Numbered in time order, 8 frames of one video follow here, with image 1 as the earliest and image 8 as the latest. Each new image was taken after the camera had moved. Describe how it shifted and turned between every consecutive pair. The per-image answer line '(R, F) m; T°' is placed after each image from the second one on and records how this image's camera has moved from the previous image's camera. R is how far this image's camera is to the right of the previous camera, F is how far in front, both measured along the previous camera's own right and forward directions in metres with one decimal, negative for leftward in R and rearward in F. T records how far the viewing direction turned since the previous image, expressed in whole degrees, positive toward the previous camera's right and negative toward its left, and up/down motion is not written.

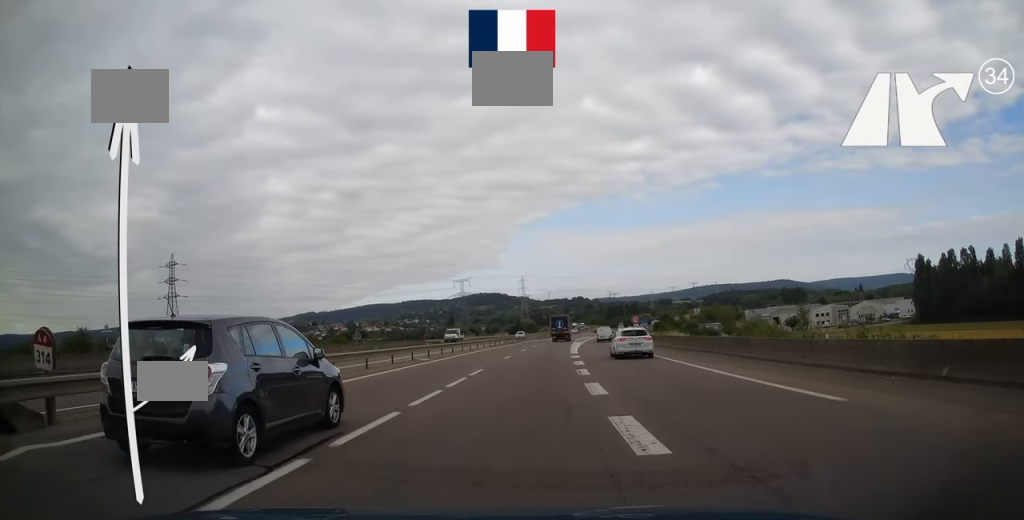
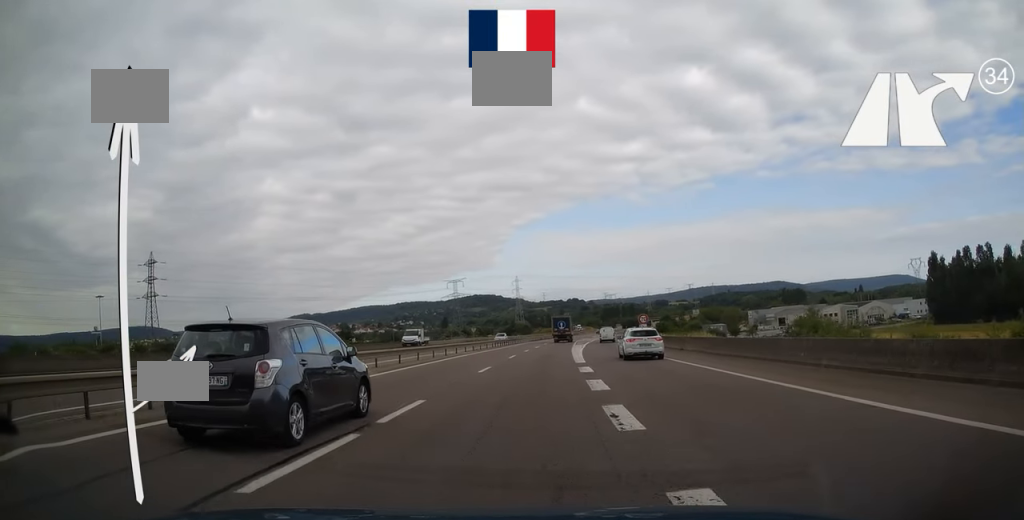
(0.0, +10.8) m; +1°
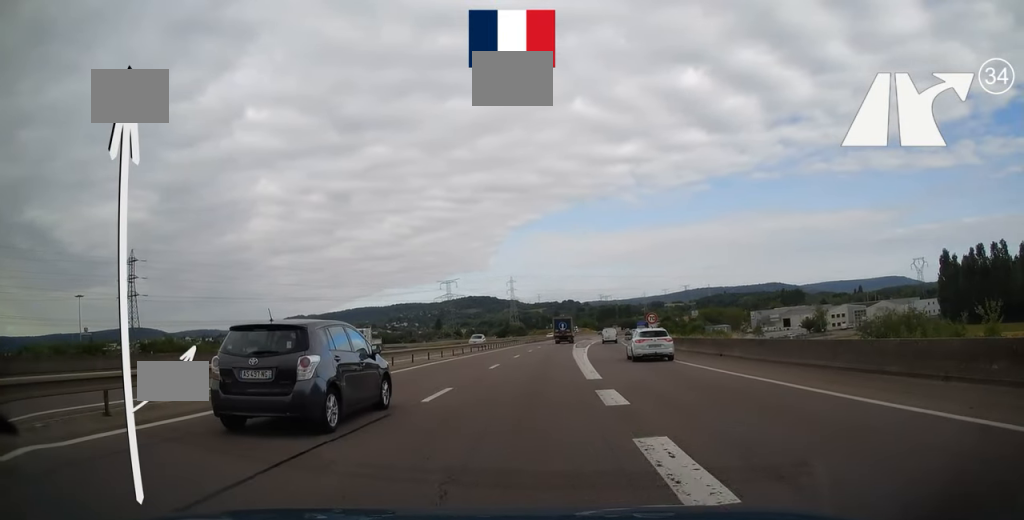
(-0.1, +9.3) m; 0°
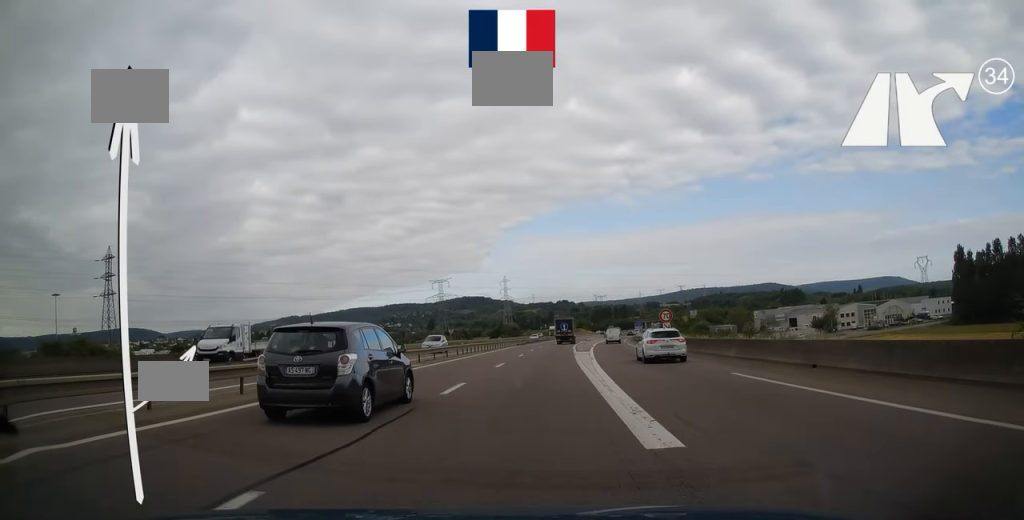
(+0.2, +10.6) m; 0°
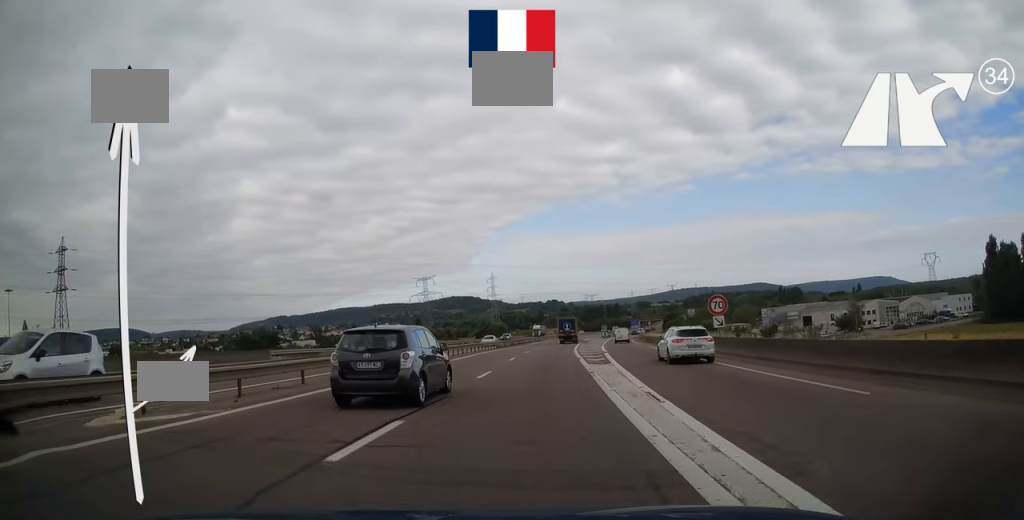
(+0.2, +20.1) m; +1°
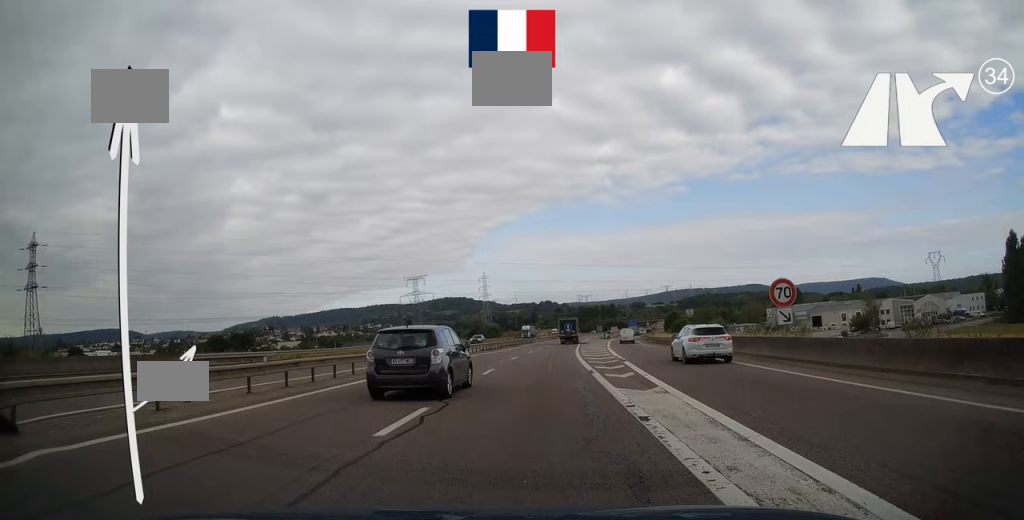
(-0.1, +11.5) m; 0°
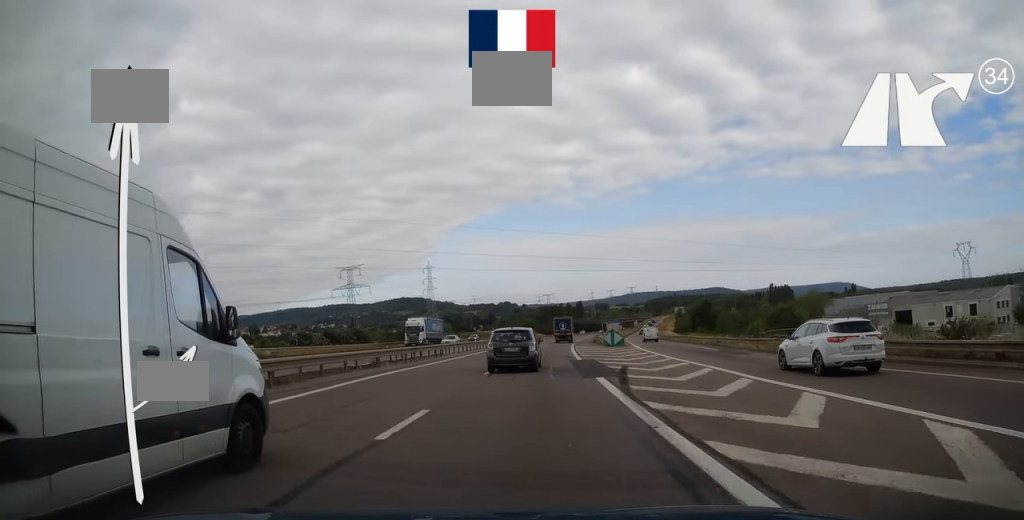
(+2.5, +65.0) m; +4°
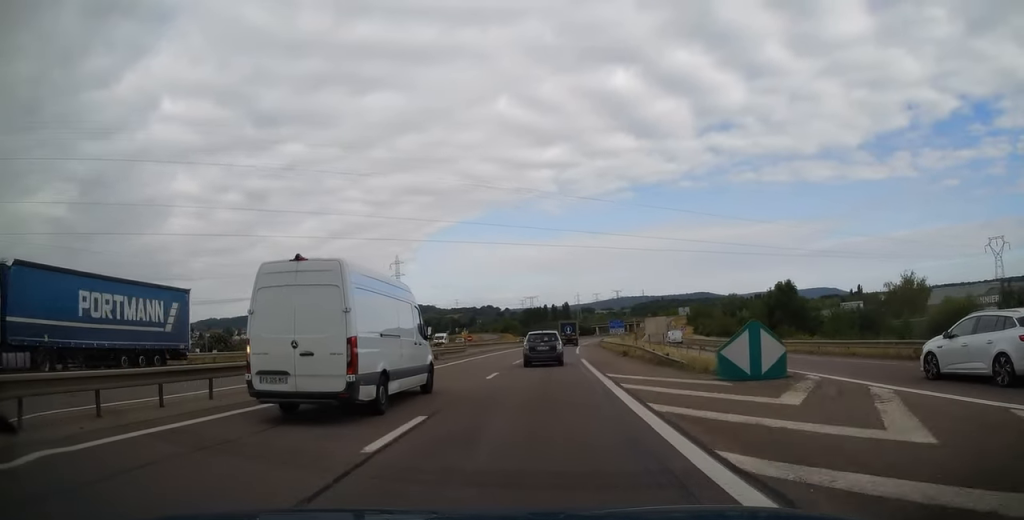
(+0.3, +39.5) m; +2°
